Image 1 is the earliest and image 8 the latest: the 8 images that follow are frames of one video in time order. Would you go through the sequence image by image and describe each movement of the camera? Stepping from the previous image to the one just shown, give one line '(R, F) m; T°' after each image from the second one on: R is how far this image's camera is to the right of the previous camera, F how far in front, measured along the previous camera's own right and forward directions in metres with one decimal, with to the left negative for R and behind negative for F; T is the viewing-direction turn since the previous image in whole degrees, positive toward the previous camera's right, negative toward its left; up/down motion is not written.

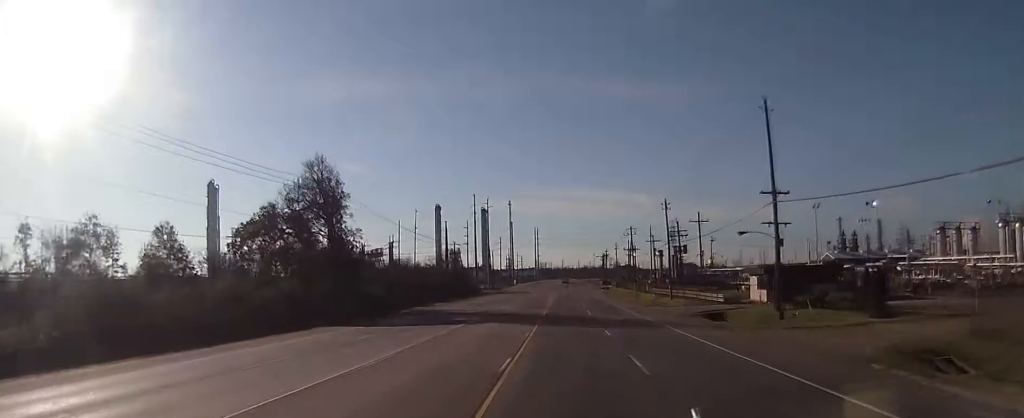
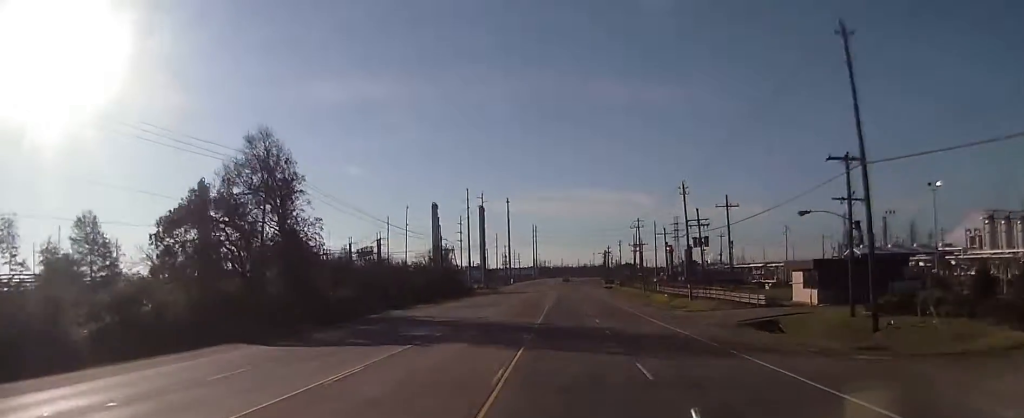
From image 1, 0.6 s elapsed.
(-0.1, +14.4) m; 0°
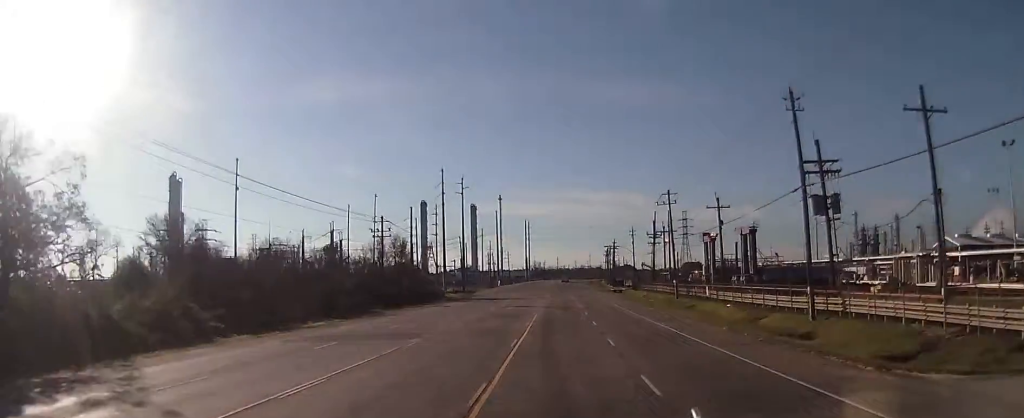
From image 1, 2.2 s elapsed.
(+0.6, +39.1) m; 0°
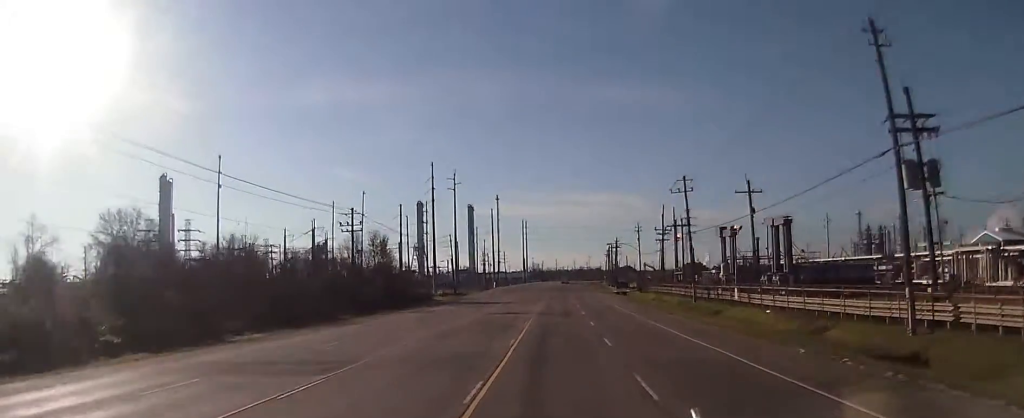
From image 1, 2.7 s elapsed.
(-0.1, +12.0) m; 0°
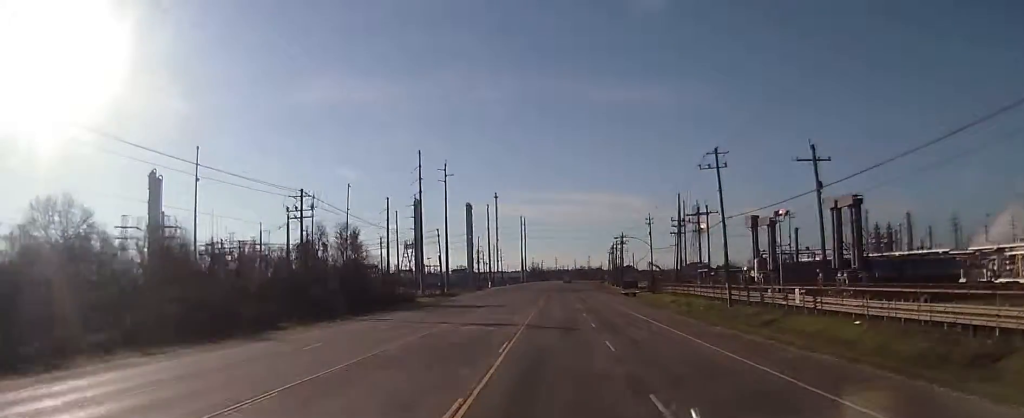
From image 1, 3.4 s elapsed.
(-0.3, +15.2) m; 0°
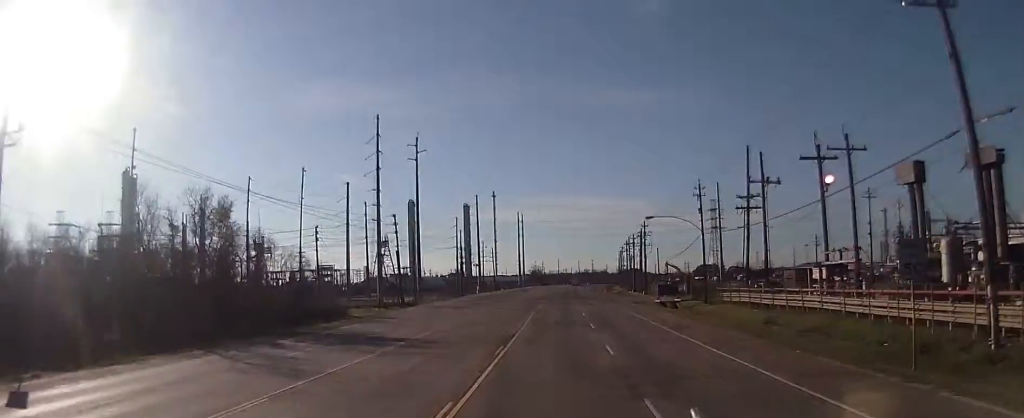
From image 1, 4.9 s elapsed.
(+1.1, +37.0) m; +2°
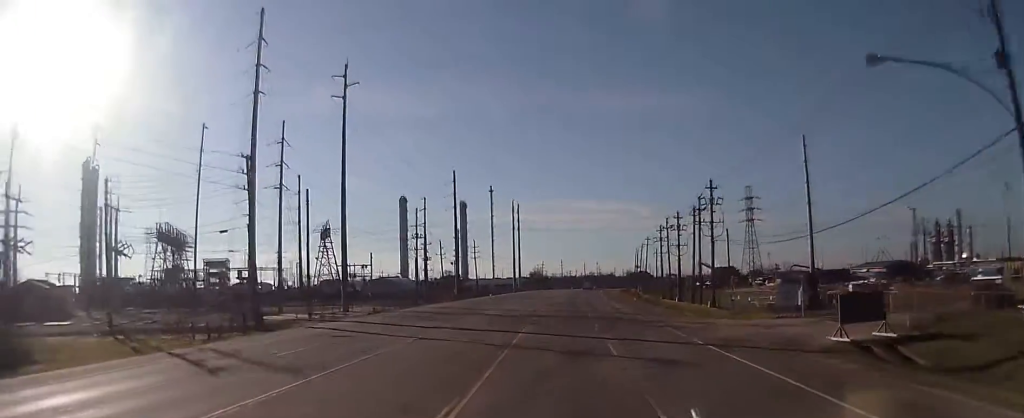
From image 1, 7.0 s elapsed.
(-1.0, +49.2) m; -1°
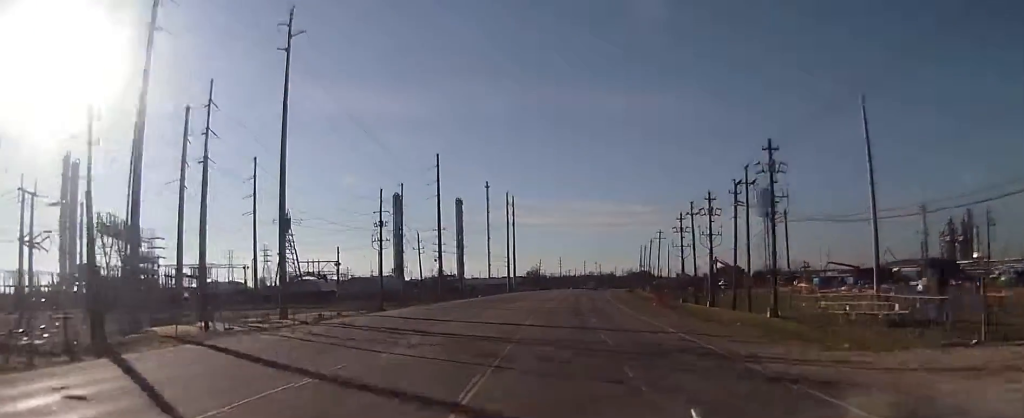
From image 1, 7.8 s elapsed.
(+0.2, +19.7) m; 0°
